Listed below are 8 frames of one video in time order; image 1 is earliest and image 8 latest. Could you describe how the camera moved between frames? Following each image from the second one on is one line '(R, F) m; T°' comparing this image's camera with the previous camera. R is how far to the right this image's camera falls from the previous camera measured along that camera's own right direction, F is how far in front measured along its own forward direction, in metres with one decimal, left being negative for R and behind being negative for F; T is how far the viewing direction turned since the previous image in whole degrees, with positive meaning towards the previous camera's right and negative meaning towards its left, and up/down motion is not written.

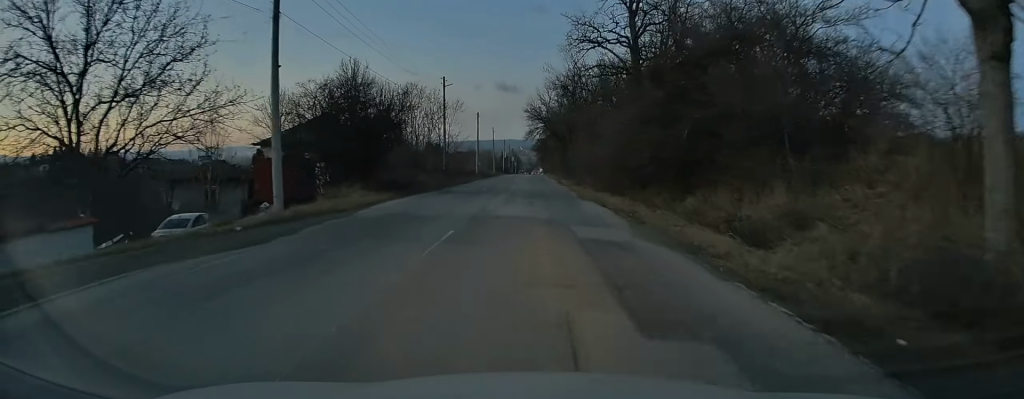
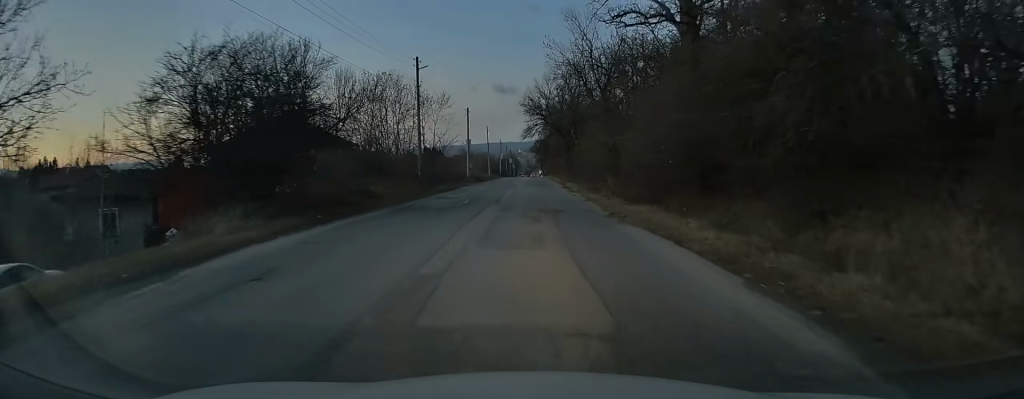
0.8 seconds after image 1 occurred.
(+0.1, +10.4) m; 0°
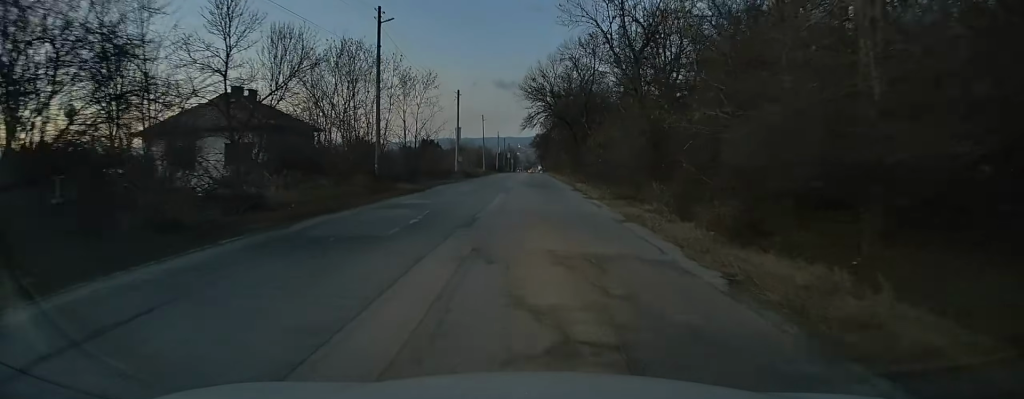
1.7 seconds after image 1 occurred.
(-0.1, +10.7) m; 0°
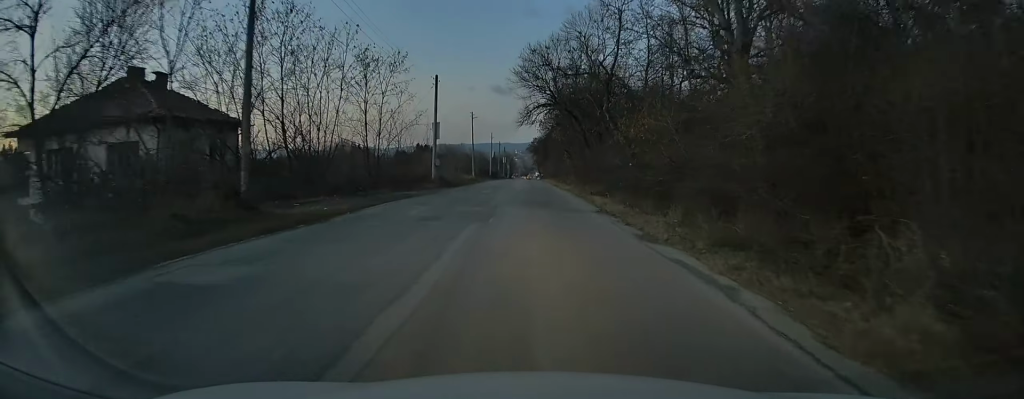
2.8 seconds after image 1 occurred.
(+0.2, +12.9) m; +1°
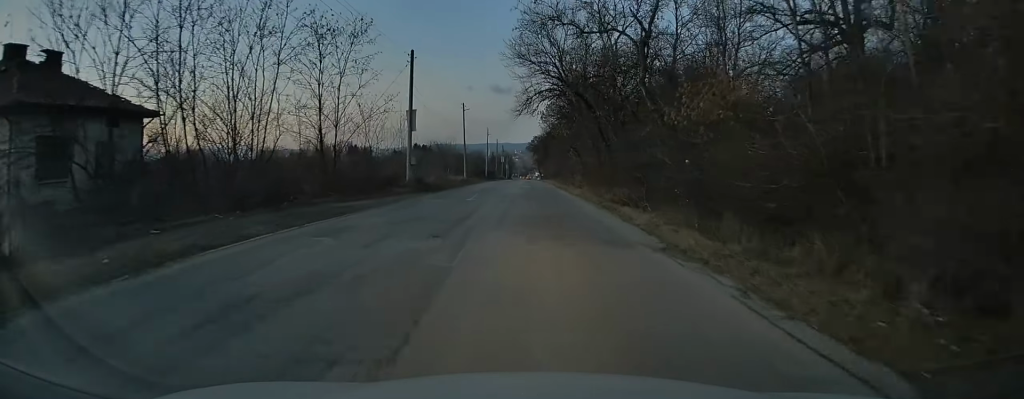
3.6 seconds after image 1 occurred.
(0.0, +9.9) m; 0°
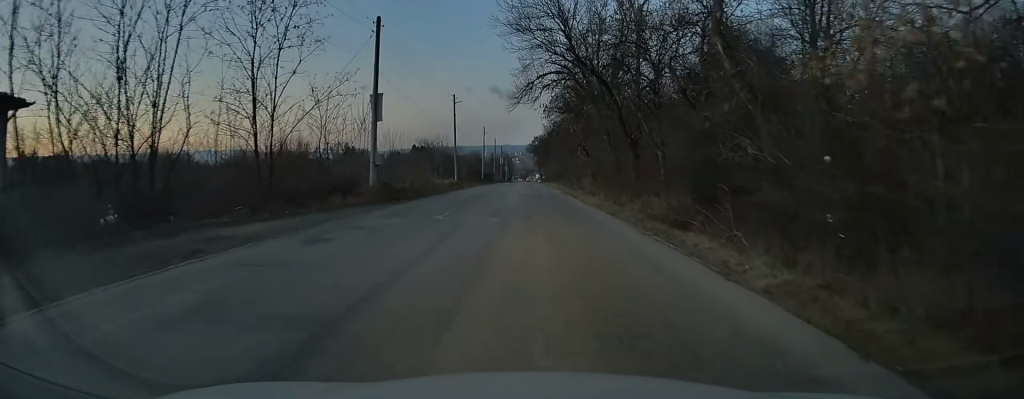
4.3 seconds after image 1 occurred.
(-0.1, +8.8) m; 0°
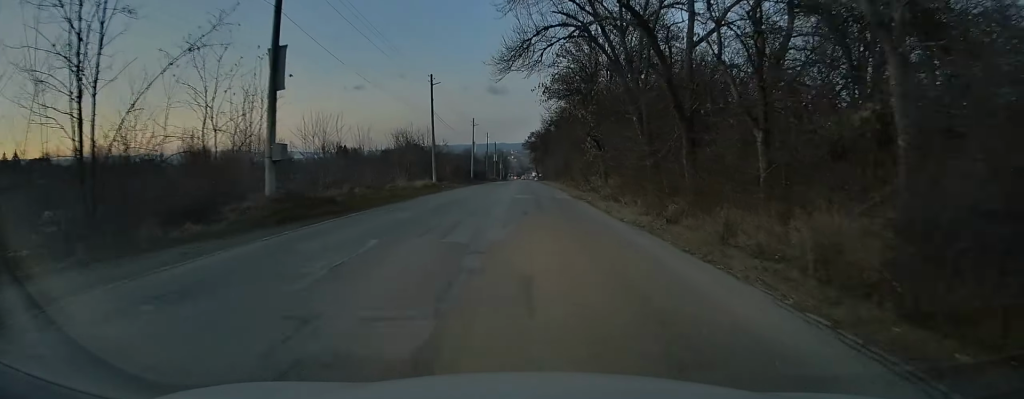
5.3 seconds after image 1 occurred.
(+0.2, +11.3) m; +1°
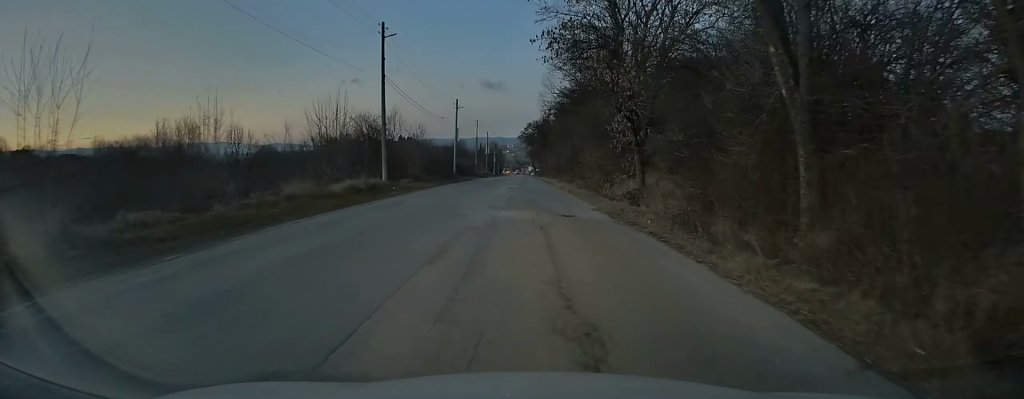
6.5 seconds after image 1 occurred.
(0.0, +15.2) m; -1°
